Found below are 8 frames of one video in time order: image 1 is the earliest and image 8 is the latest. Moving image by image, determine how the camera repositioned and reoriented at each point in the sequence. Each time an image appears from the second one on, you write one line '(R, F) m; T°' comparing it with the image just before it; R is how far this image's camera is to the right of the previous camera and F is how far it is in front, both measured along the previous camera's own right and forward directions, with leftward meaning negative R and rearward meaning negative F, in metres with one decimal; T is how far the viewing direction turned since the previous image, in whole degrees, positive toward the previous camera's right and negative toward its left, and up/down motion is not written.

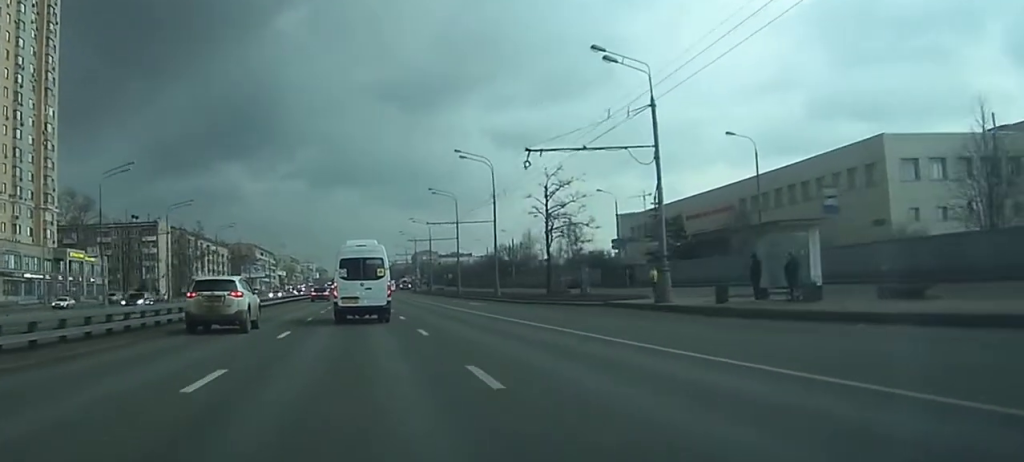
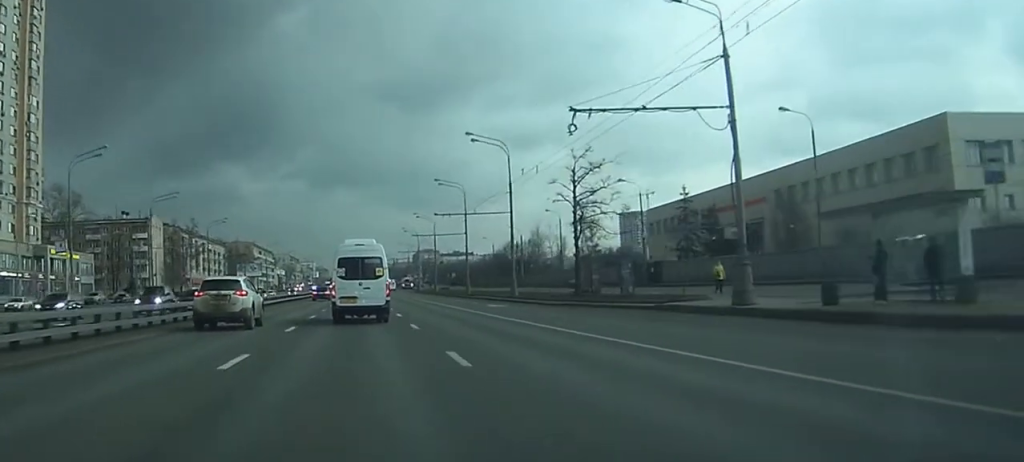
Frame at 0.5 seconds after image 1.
(0.0, +8.9) m; 0°
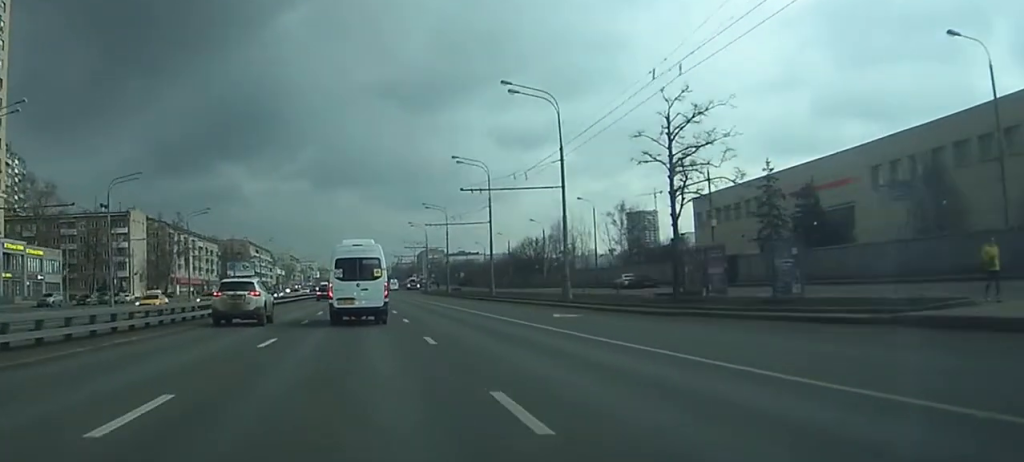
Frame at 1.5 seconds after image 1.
(0.0, +18.4) m; 0°
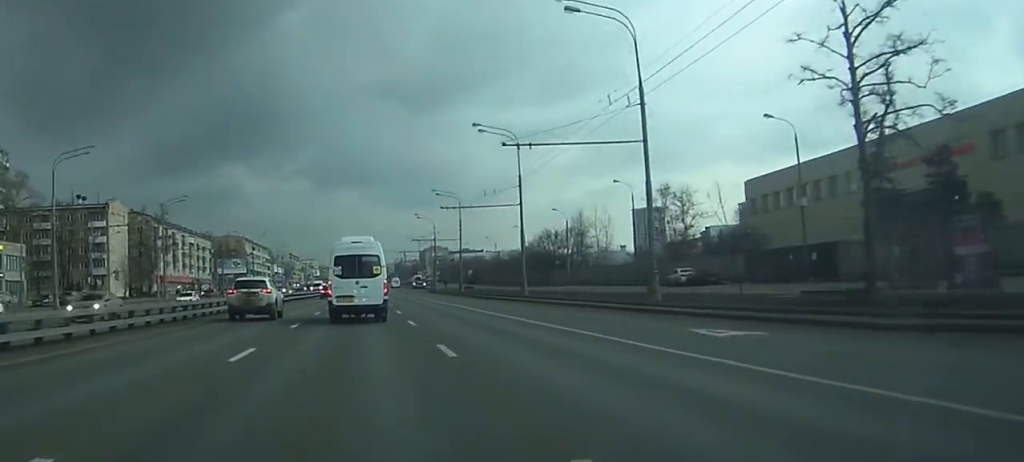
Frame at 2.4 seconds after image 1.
(0.0, +16.1) m; 0°
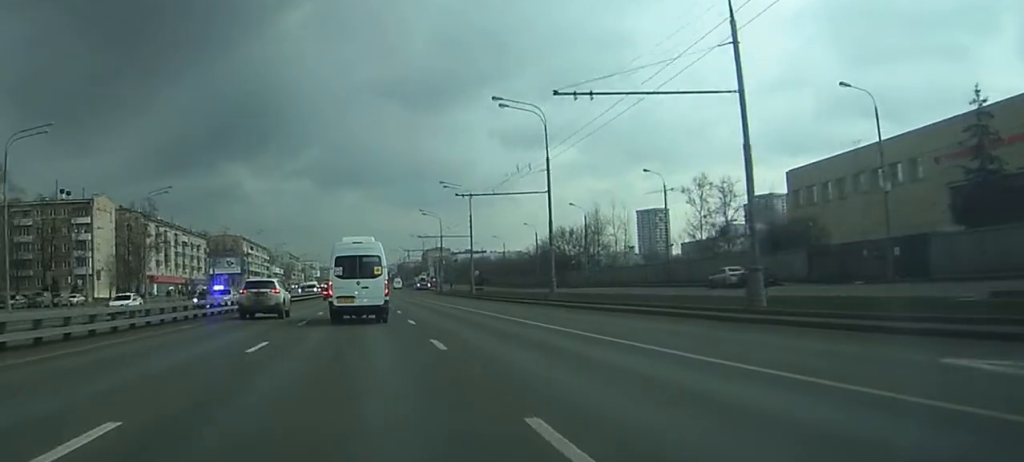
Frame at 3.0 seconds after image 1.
(0.0, +10.1) m; 0°
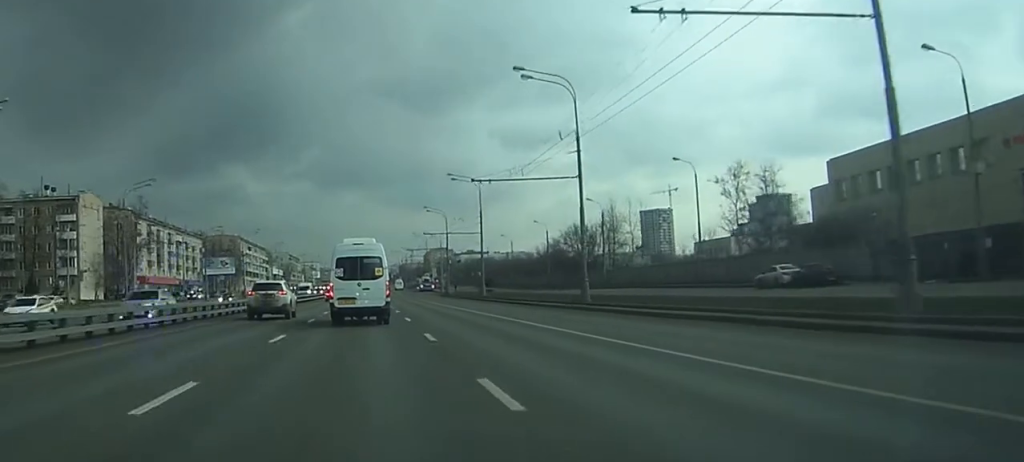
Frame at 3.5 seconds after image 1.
(0.0, +8.4) m; 0°
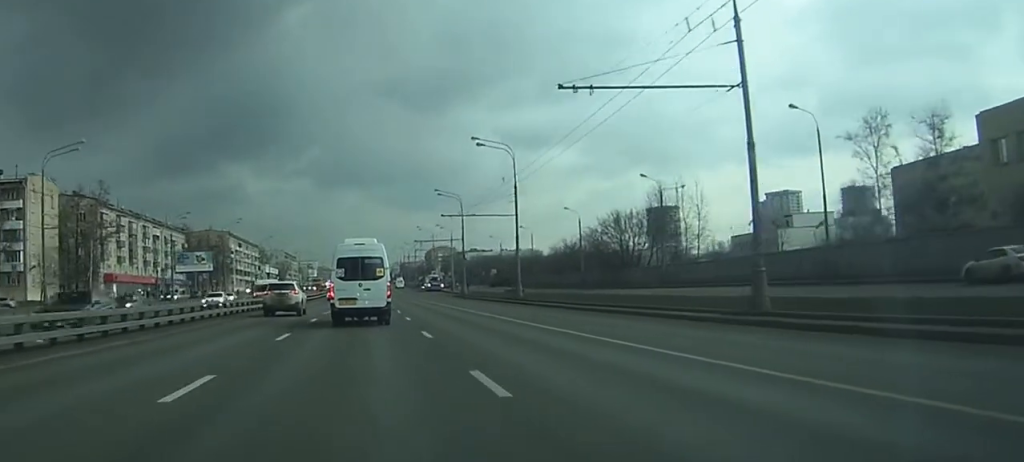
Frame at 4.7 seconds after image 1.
(0.0, +22.8) m; 0°
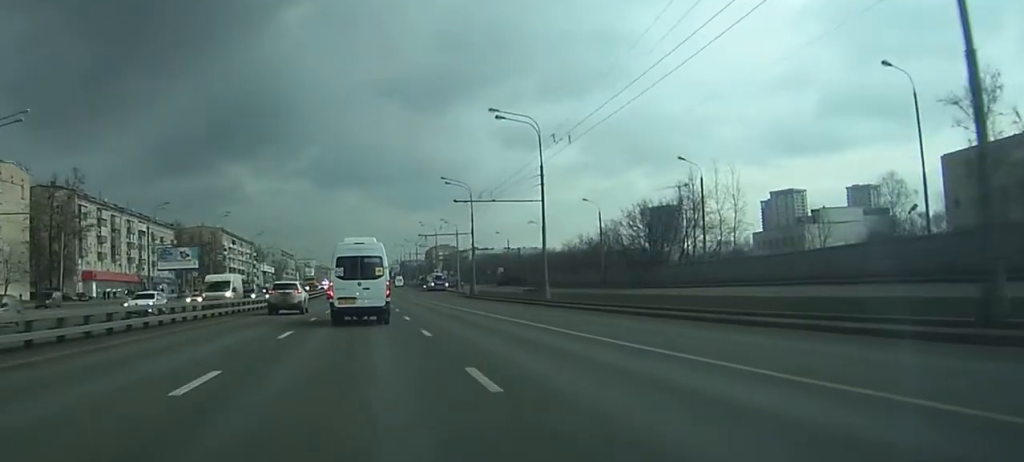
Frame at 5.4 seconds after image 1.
(0.0, +11.5) m; 0°
